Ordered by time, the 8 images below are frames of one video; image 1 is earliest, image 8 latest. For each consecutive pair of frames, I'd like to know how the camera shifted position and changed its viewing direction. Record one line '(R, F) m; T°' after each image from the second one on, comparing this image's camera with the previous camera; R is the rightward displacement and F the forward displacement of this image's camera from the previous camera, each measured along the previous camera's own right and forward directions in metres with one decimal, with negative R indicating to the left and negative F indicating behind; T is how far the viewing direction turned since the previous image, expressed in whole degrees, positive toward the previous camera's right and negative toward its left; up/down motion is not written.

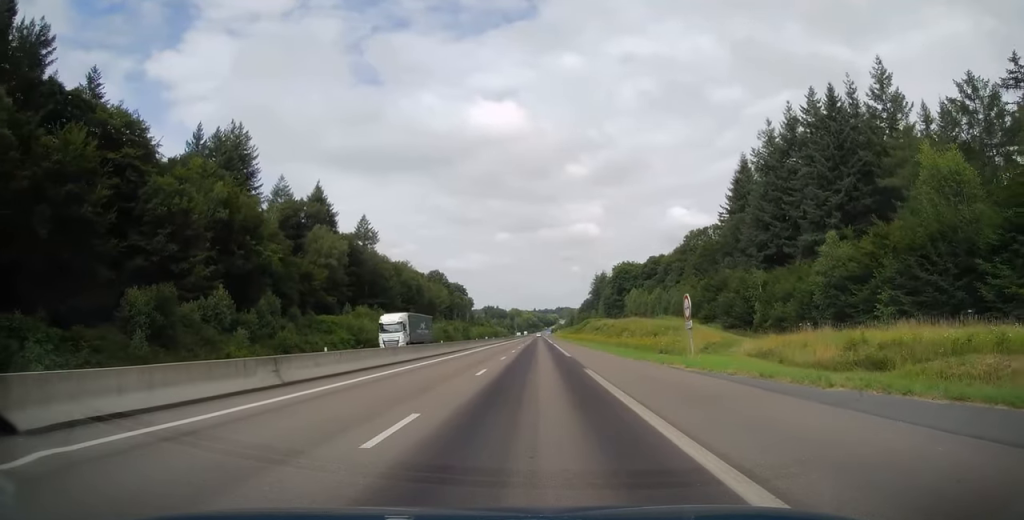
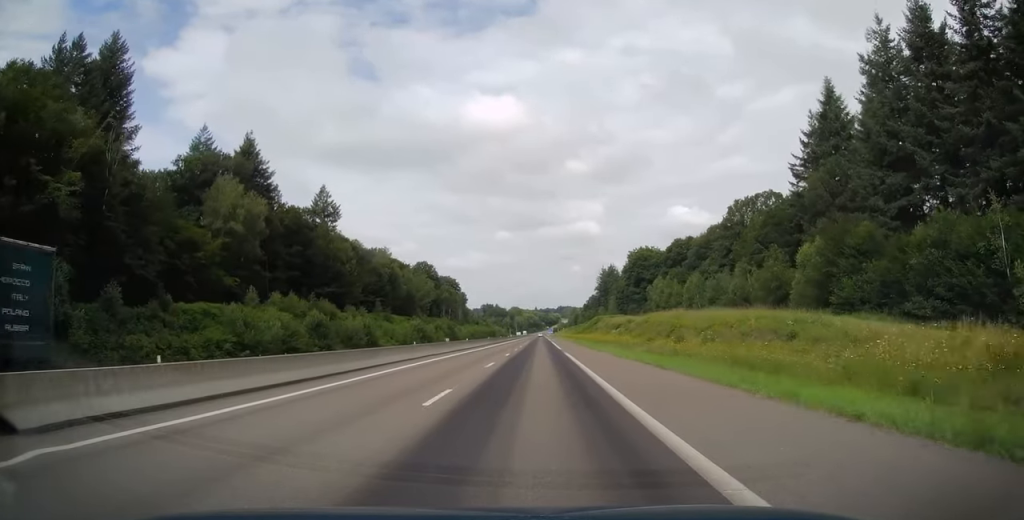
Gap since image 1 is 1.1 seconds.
(-0.2, +34.1) m; -1°
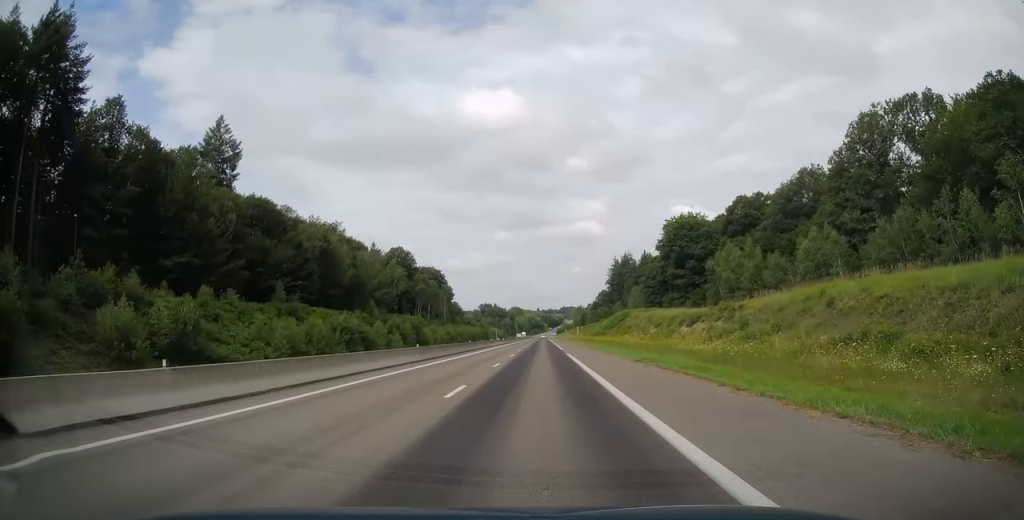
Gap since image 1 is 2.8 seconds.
(+0.1, +49.4) m; 0°
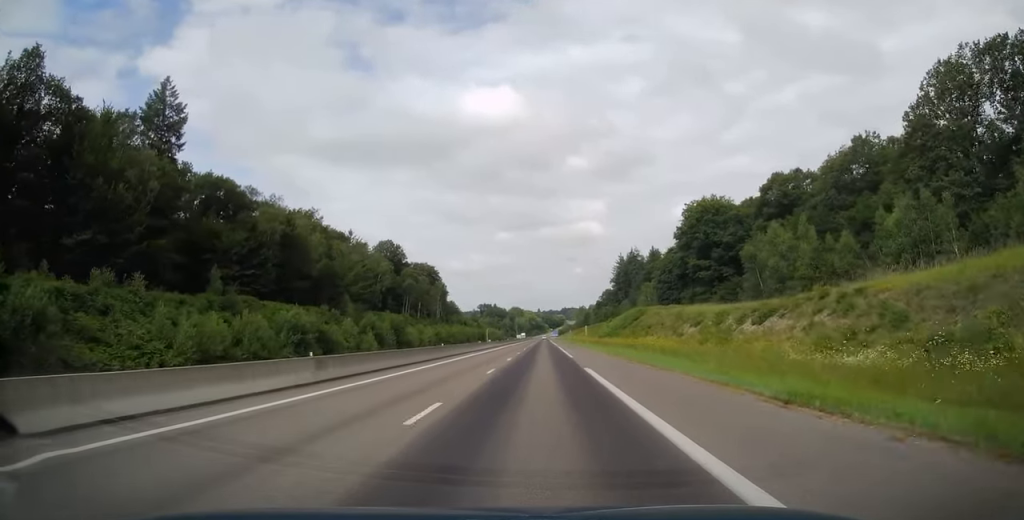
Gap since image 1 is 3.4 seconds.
(-0.3, +16.7) m; 0°
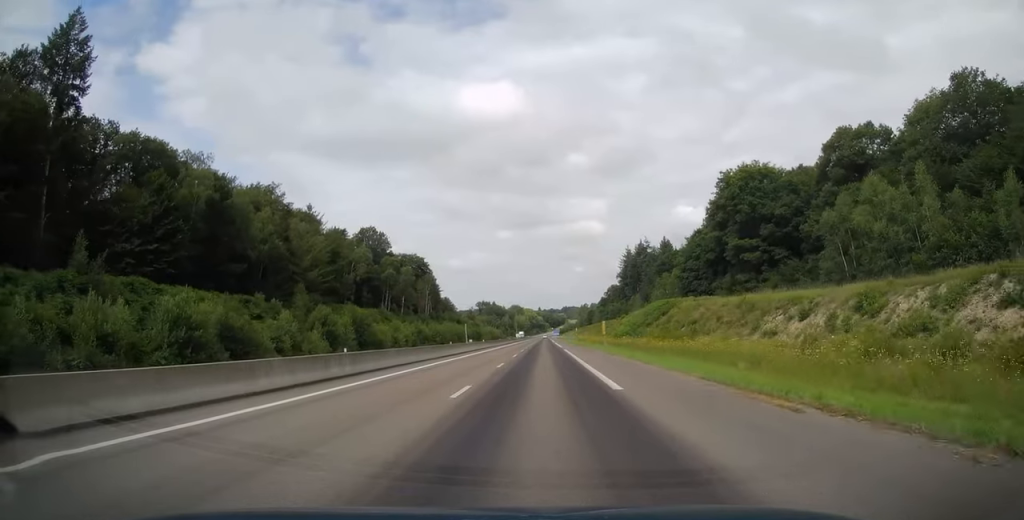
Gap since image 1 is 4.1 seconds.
(0.0, +21.5) m; 0°
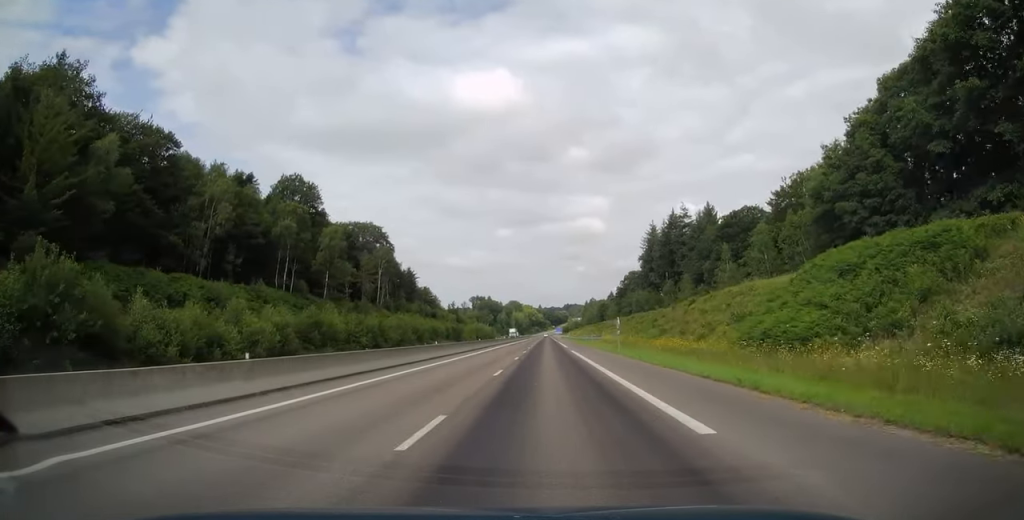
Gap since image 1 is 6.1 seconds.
(0.0, +57.3) m; 0°
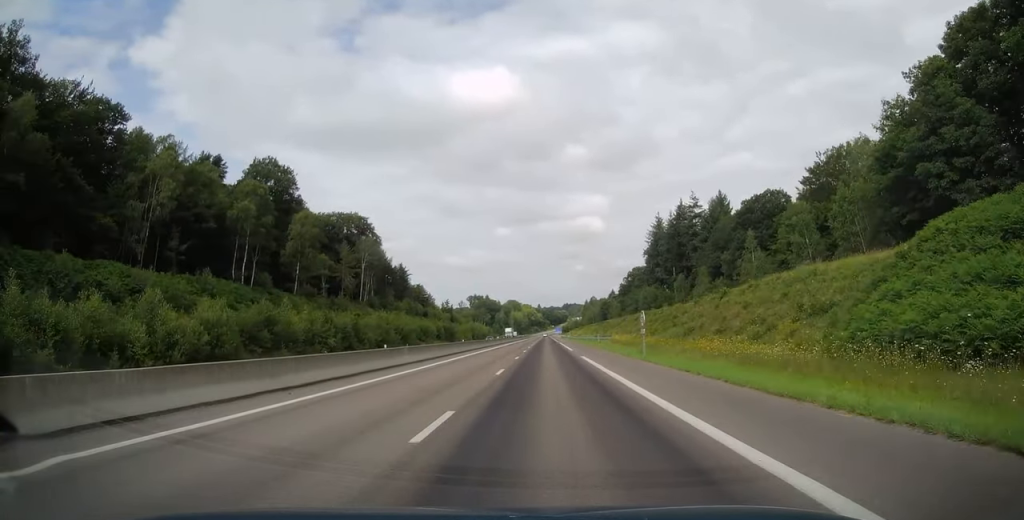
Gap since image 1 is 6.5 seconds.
(+0.1, +12.2) m; 0°
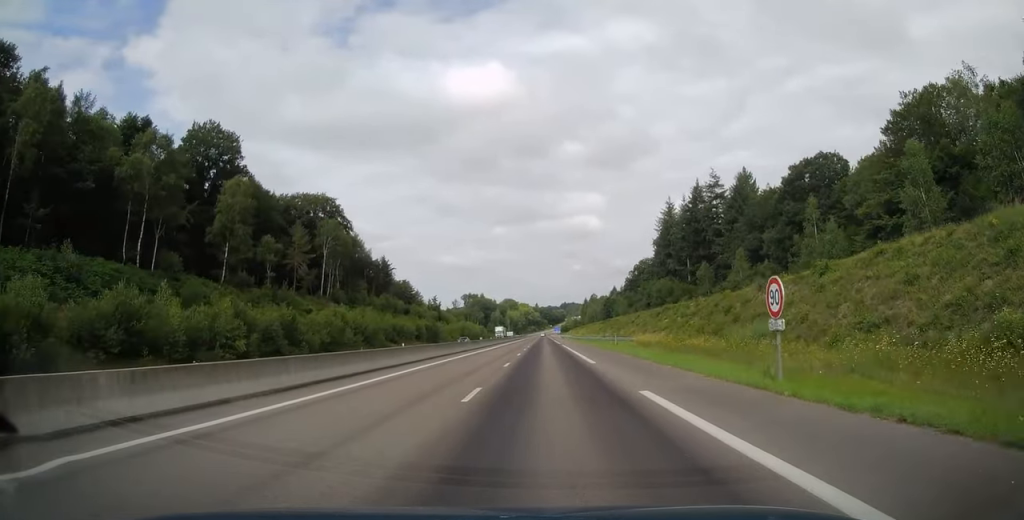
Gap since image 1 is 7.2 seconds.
(+0.1, +21.1) m; 0°
